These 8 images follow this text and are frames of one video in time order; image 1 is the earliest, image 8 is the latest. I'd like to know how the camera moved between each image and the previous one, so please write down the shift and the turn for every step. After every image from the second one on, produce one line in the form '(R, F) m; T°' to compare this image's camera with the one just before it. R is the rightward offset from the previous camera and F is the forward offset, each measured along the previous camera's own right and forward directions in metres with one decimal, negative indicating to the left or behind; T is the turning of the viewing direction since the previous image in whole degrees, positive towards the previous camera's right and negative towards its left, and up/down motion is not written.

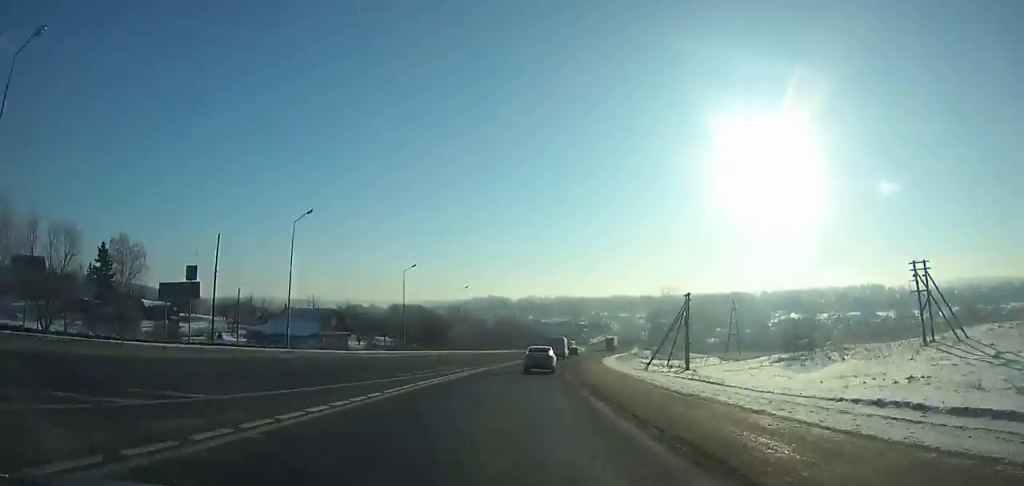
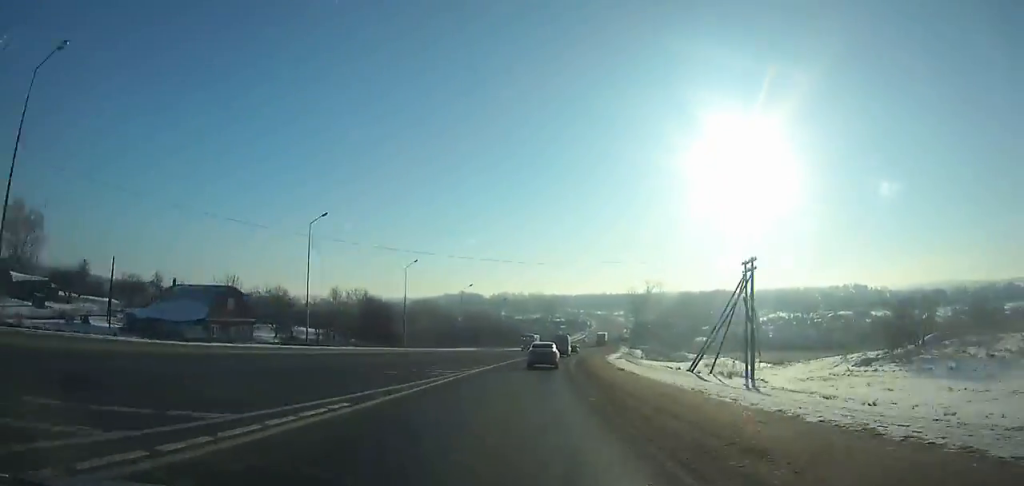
(+0.9, +25.9) m; +3°
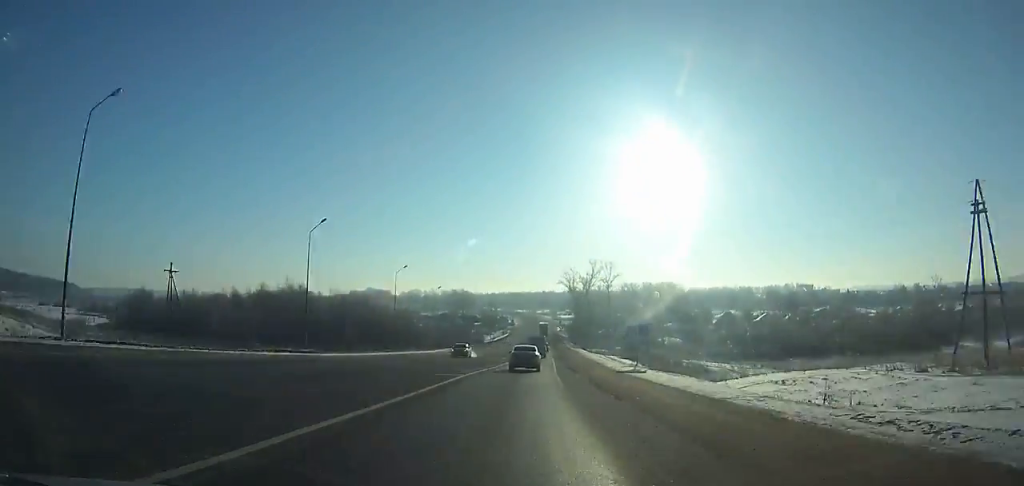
(+4.8, +76.9) m; +6°
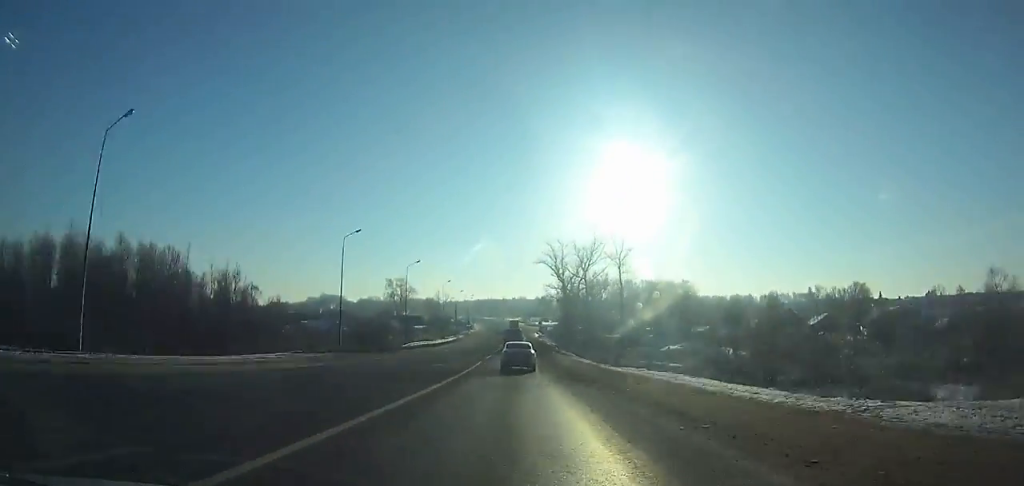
(+2.2, +77.8) m; +2°
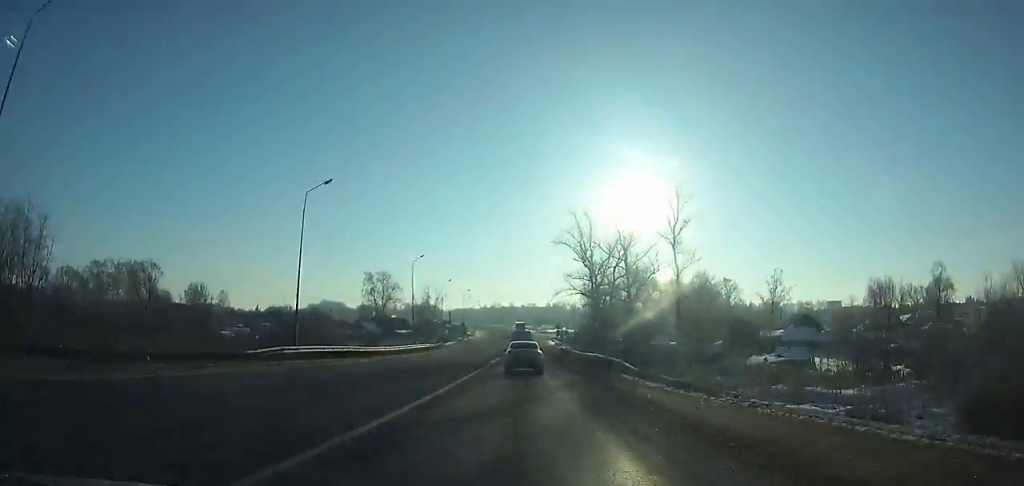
(-0.1, +37.7) m; 0°
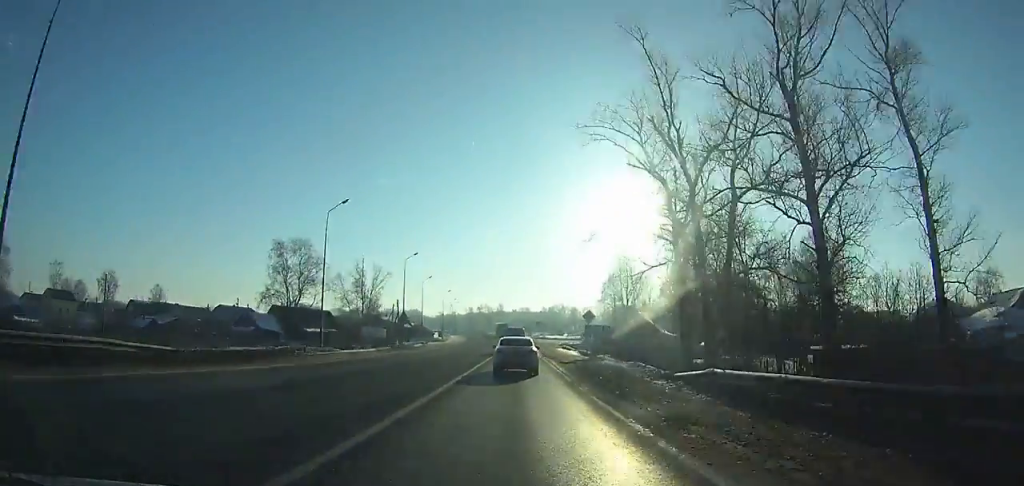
(0.0, +56.4) m; 0°
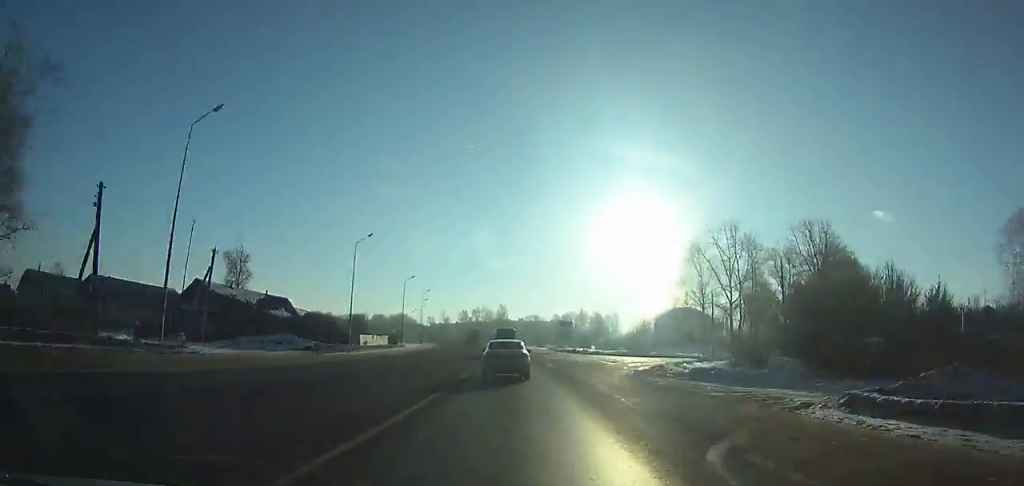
(-0.2, +72.9) m; -1°
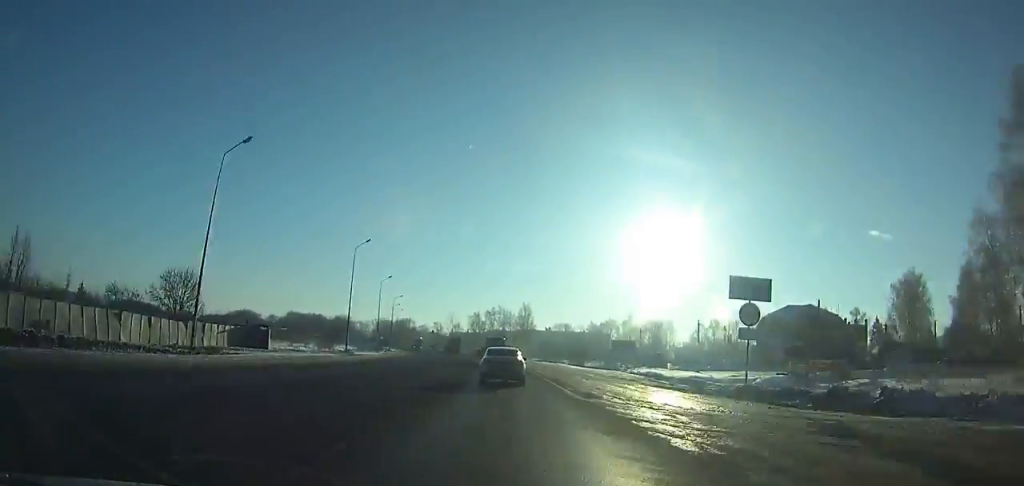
(-1.2, +62.6) m; -3°
